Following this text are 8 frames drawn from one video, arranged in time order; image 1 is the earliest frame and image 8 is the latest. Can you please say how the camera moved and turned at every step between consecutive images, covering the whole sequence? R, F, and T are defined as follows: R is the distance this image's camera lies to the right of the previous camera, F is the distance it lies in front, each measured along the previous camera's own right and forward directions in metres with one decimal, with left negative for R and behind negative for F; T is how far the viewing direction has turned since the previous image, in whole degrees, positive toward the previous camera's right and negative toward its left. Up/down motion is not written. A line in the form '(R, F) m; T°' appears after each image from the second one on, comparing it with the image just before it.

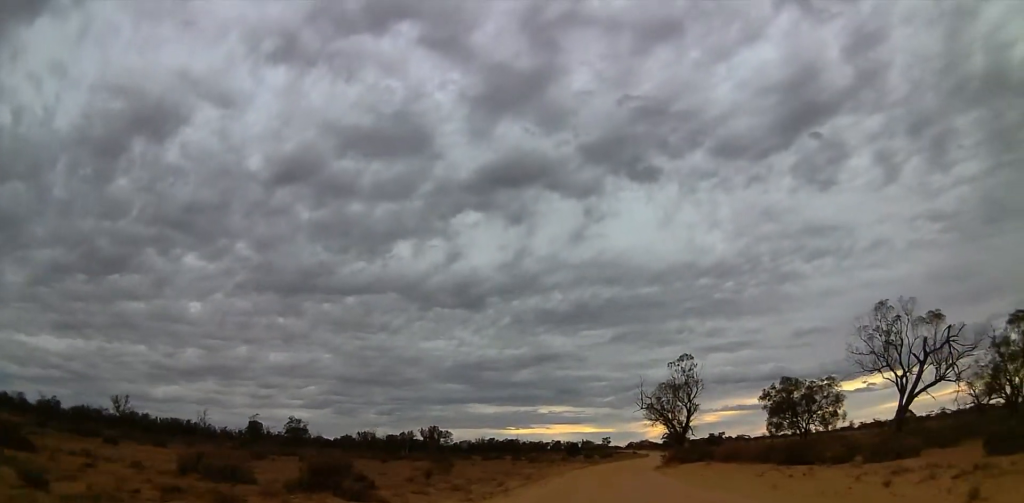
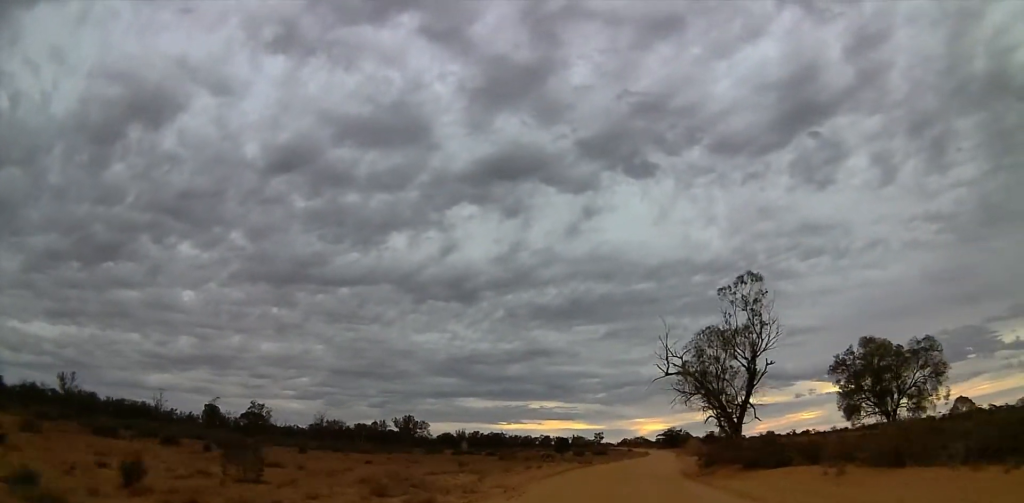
(+0.6, +21.6) m; 0°
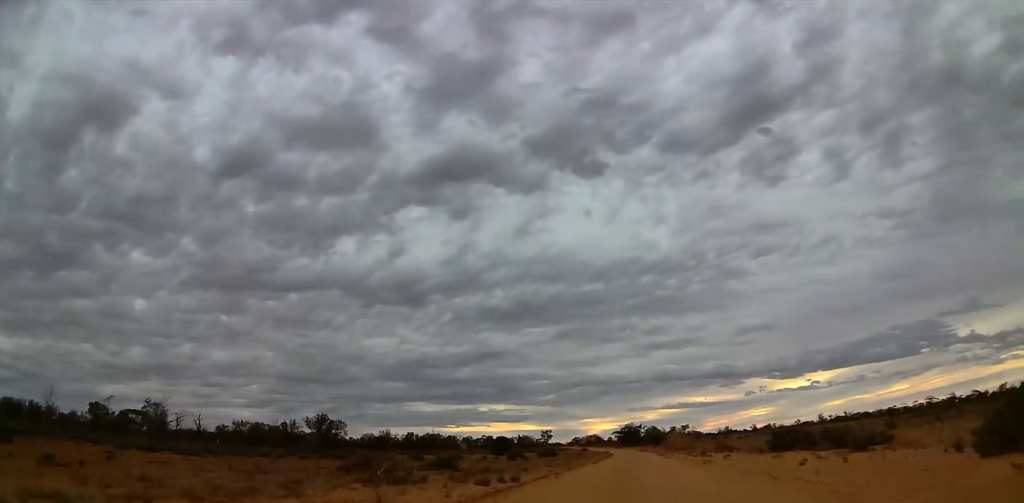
(+0.3, +31.8) m; +5°
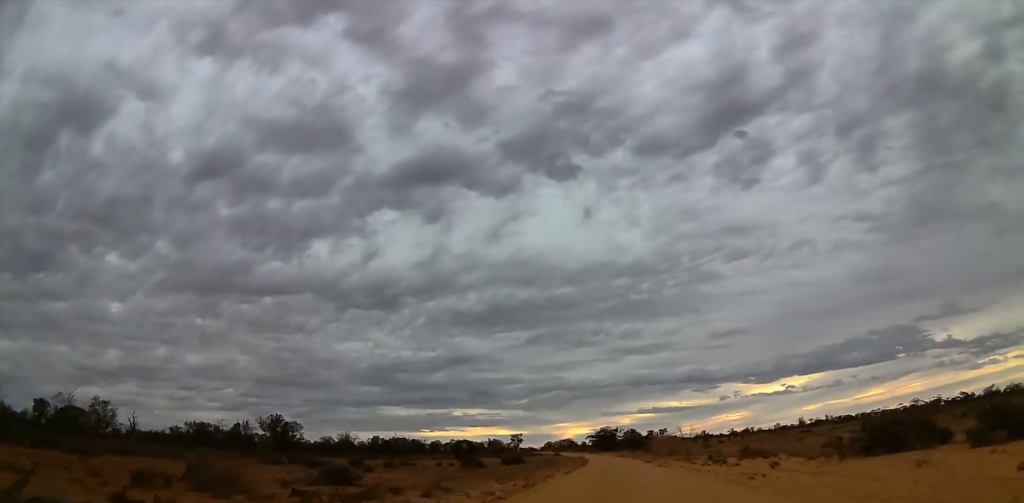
(+0.1, +12.3) m; +1°
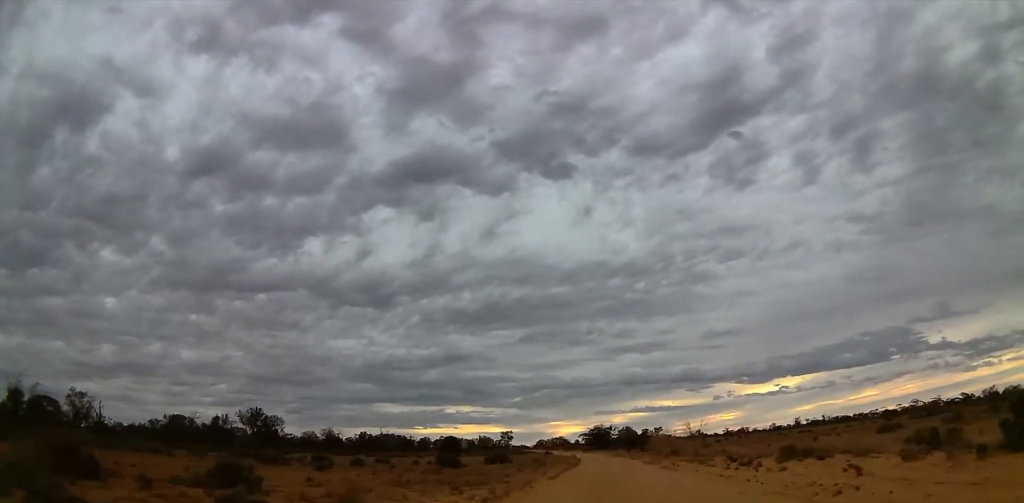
(0.0, +7.2) m; 0°
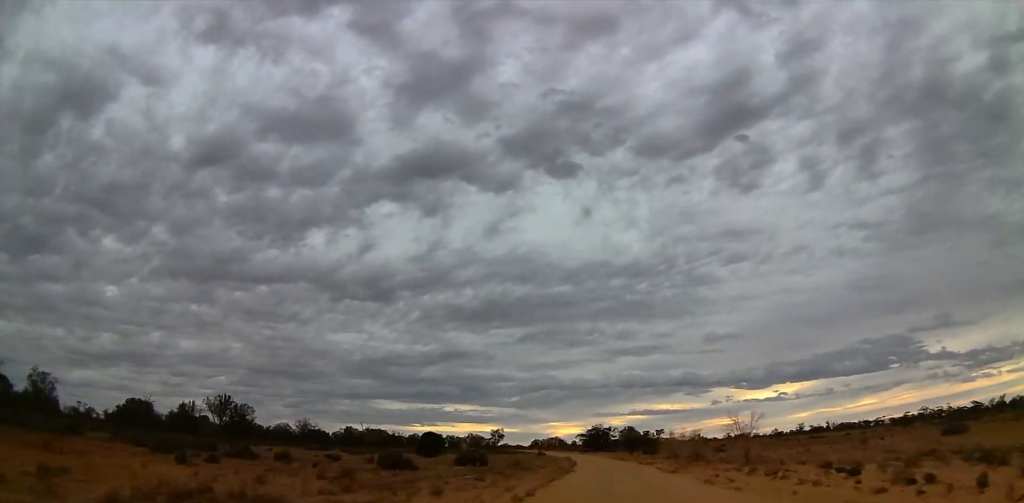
(+0.1, +13.7) m; +1°
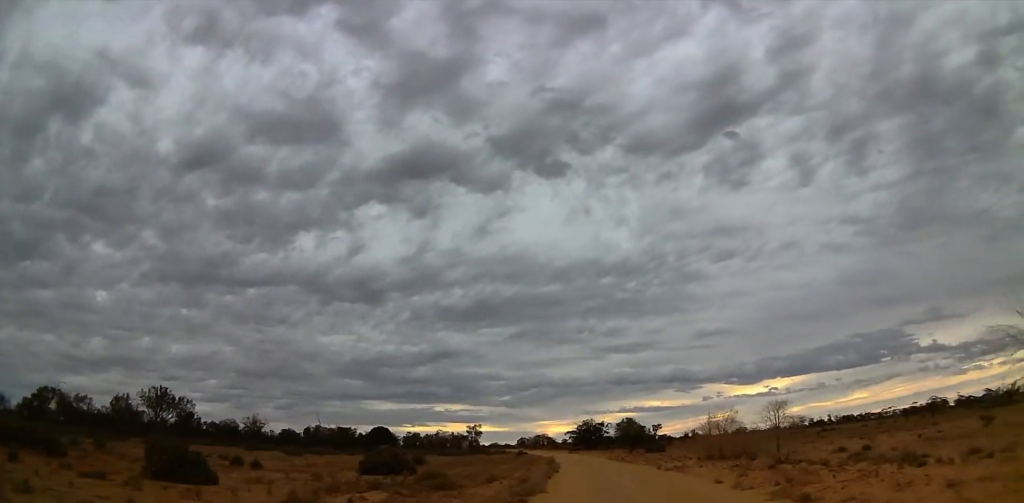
(+0.3, +20.7) m; +1°
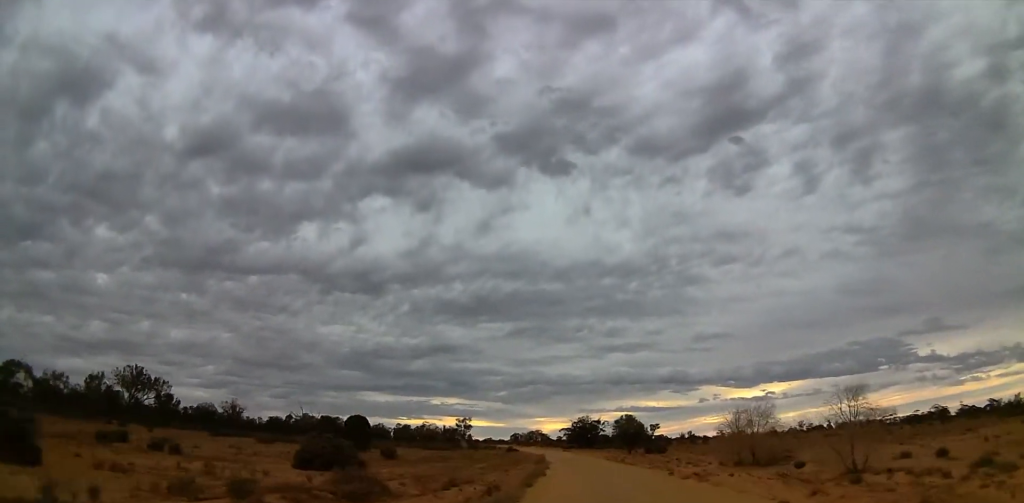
(0.0, +7.1) m; 0°
